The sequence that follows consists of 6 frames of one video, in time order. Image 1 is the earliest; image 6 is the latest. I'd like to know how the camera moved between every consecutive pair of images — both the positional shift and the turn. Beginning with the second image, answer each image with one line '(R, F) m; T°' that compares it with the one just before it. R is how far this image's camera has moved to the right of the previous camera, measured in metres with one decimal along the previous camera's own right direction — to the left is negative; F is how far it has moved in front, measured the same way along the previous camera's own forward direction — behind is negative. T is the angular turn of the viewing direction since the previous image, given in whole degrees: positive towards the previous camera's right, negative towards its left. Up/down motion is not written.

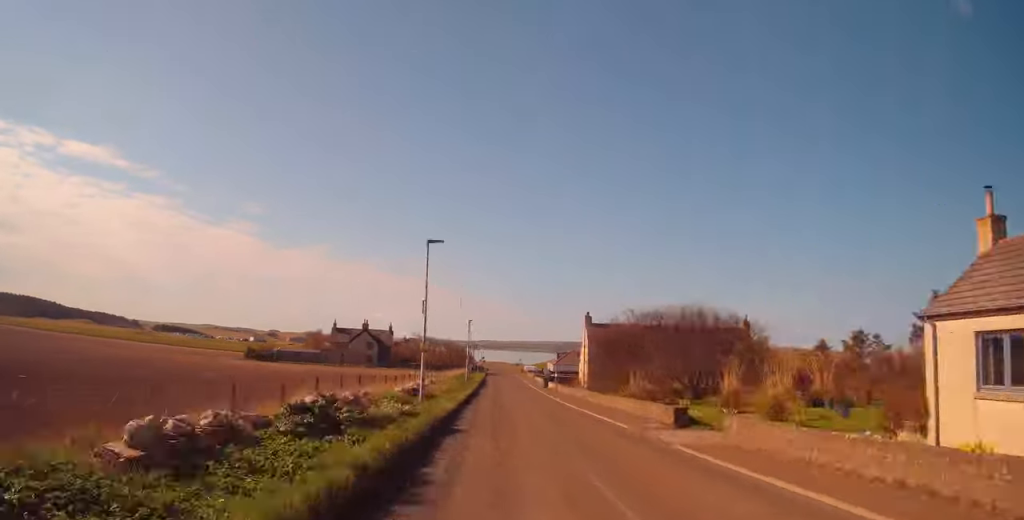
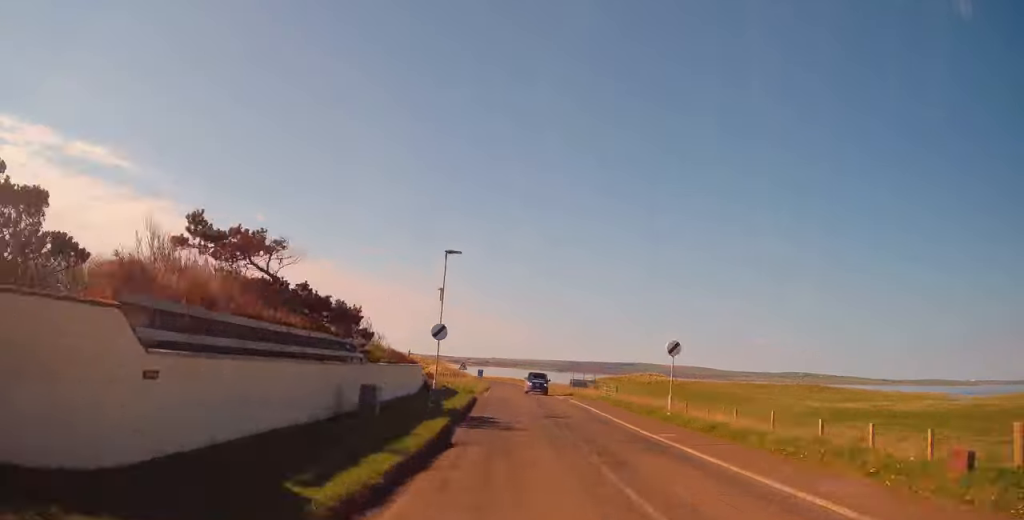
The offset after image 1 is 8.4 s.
(+0.1, +134.4) m; 0°
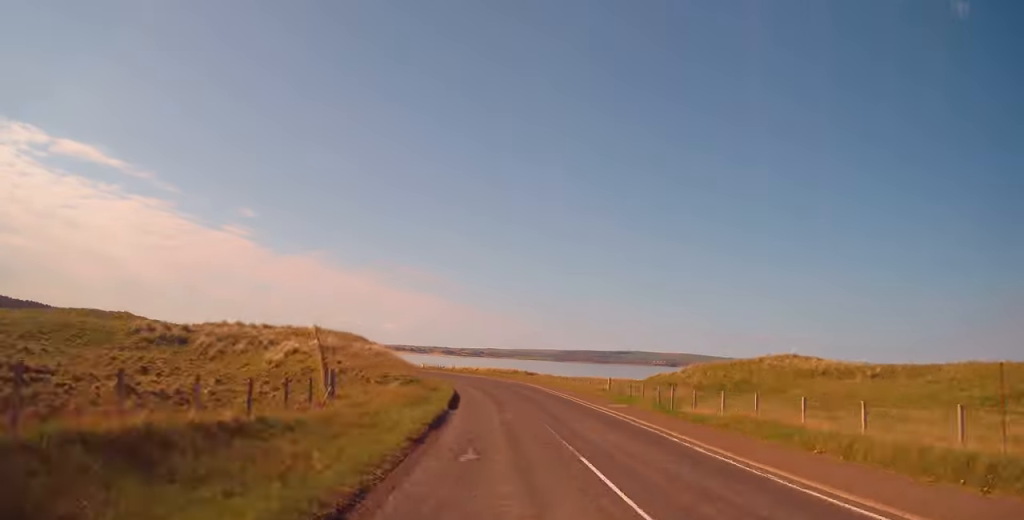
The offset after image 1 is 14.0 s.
(-0.1, +87.2) m; -6°
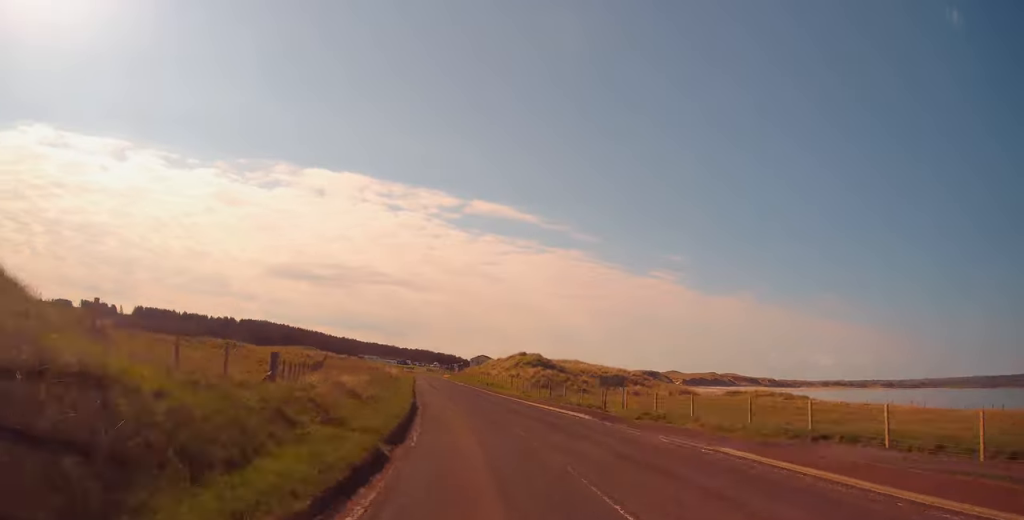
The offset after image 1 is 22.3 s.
(-35.1, +116.0) m; -34°
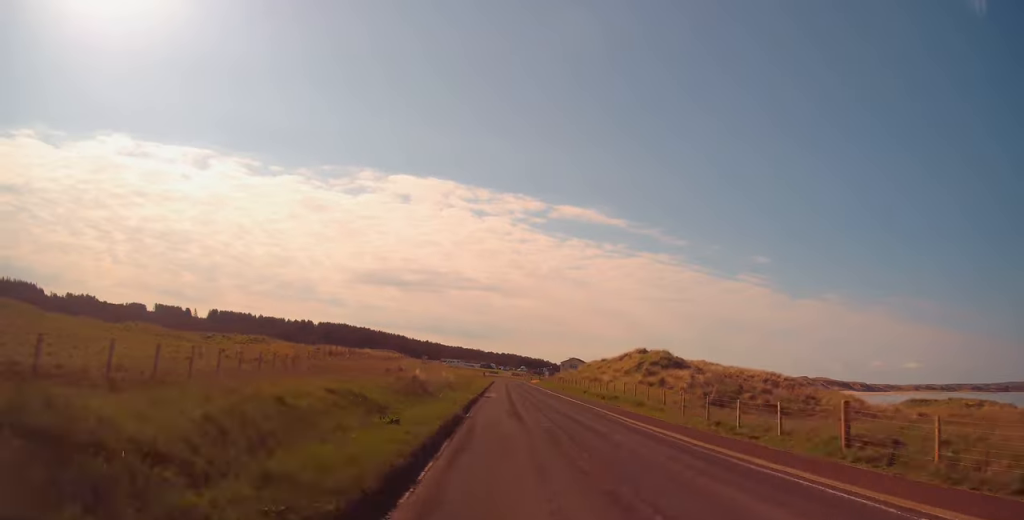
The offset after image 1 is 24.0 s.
(-1.5, +25.7) m; -4°
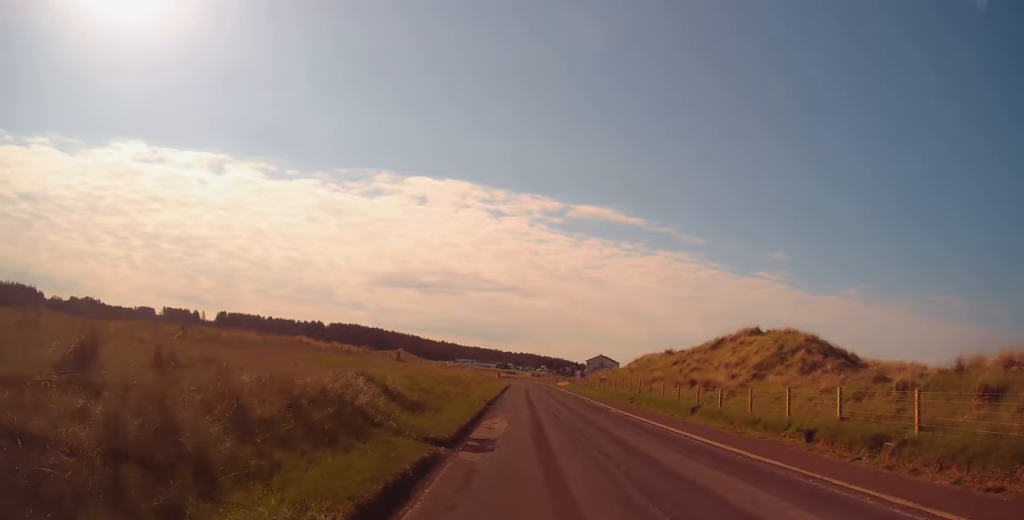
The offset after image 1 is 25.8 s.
(-1.1, +25.6) m; -2°
